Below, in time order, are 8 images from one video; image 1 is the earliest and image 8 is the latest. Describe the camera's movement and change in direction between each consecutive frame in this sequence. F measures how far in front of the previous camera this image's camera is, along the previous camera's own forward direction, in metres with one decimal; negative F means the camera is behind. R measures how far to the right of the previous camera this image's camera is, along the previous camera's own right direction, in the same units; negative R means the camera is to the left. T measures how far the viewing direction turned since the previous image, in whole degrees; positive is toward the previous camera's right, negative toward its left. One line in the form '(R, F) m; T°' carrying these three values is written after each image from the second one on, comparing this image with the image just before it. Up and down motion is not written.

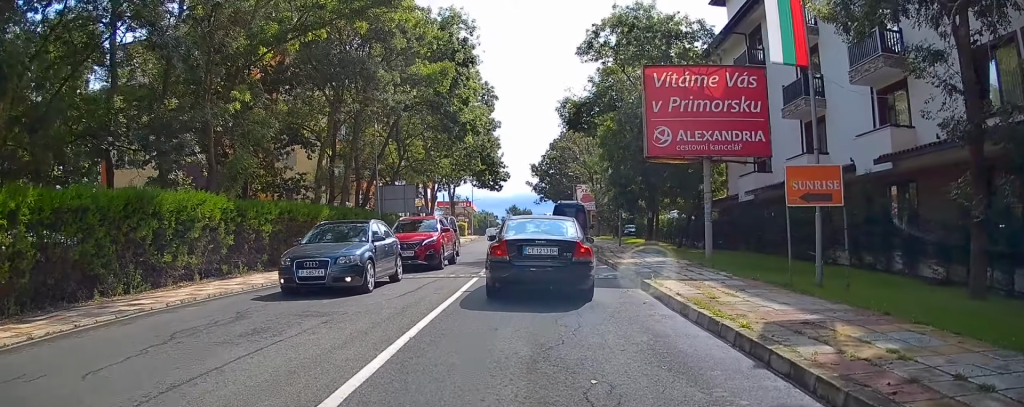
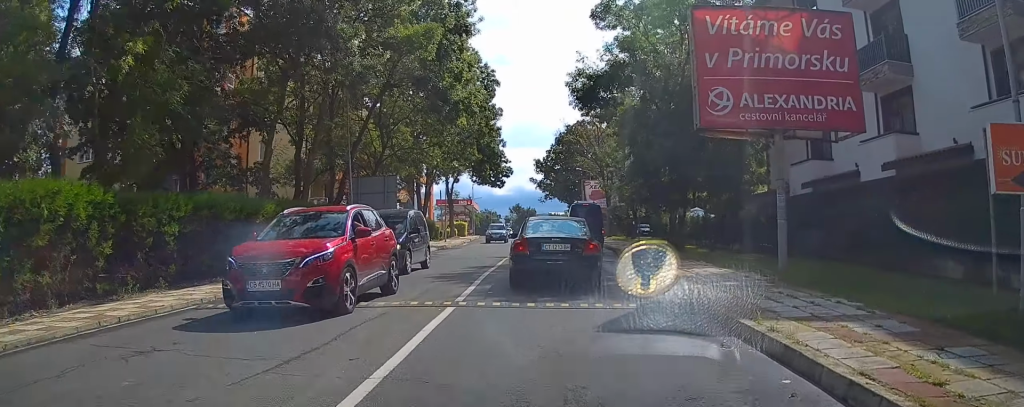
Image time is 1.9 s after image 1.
(0.0, +5.5) m; 0°
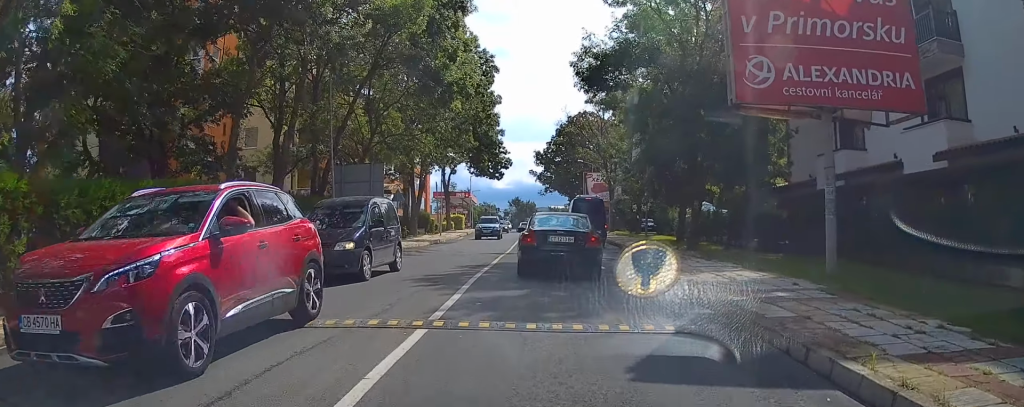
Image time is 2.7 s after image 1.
(0.0, +2.4) m; 0°
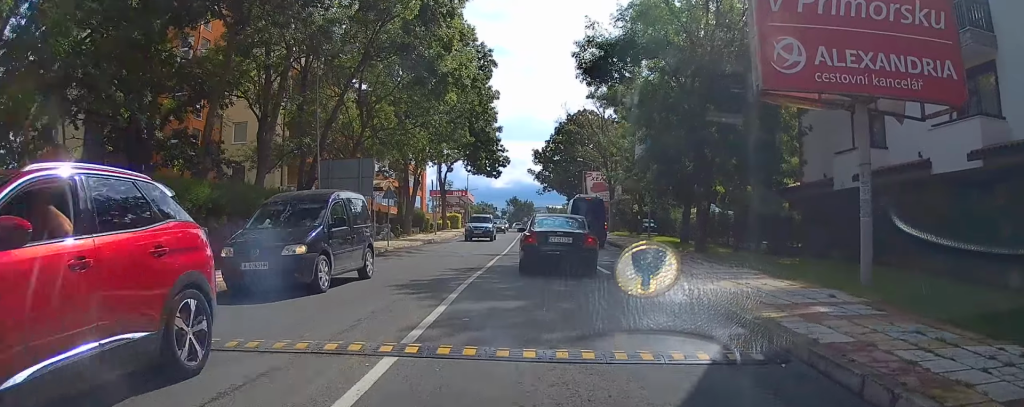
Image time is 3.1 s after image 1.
(0.0, +1.4) m; 0°
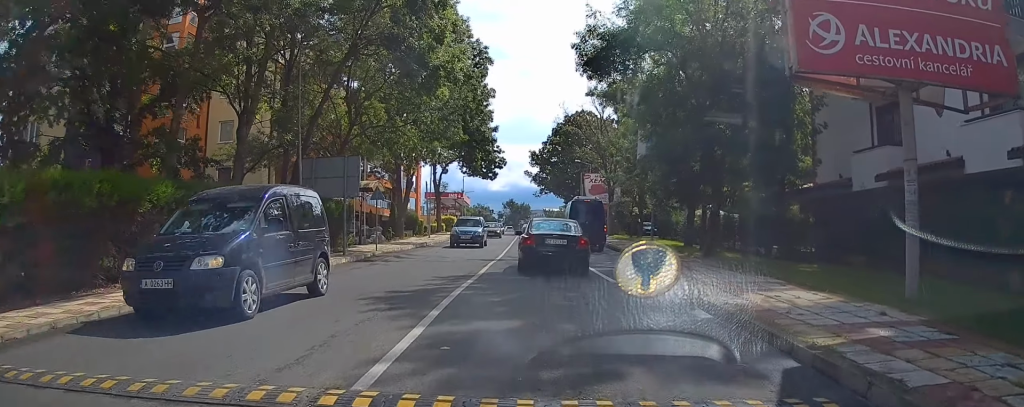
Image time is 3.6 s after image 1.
(0.0, +1.5) m; 0°
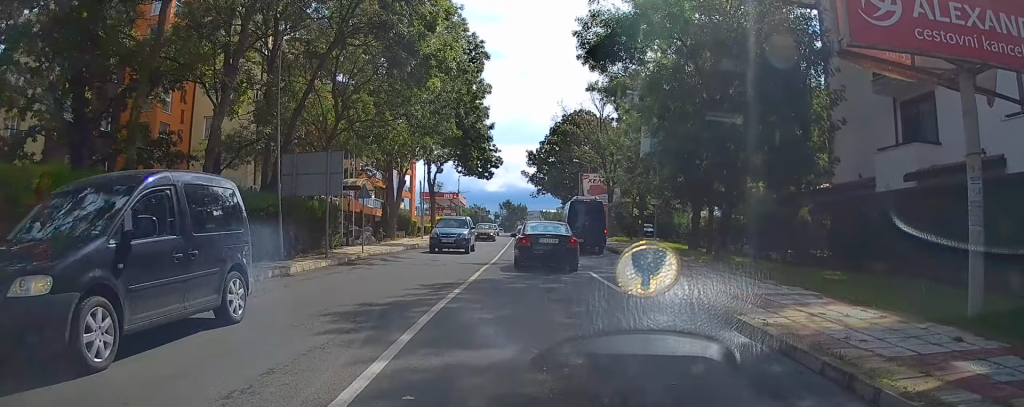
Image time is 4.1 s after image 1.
(0.0, +1.6) m; 0°
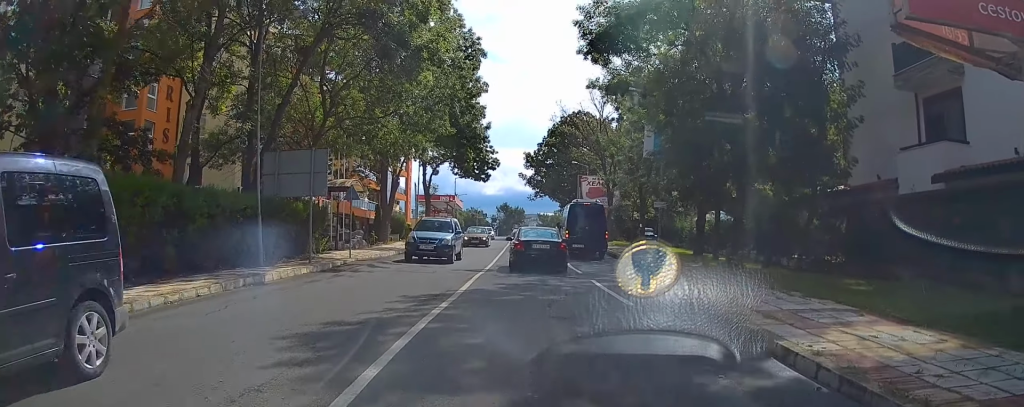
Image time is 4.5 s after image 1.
(0.0, +1.3) m; 0°
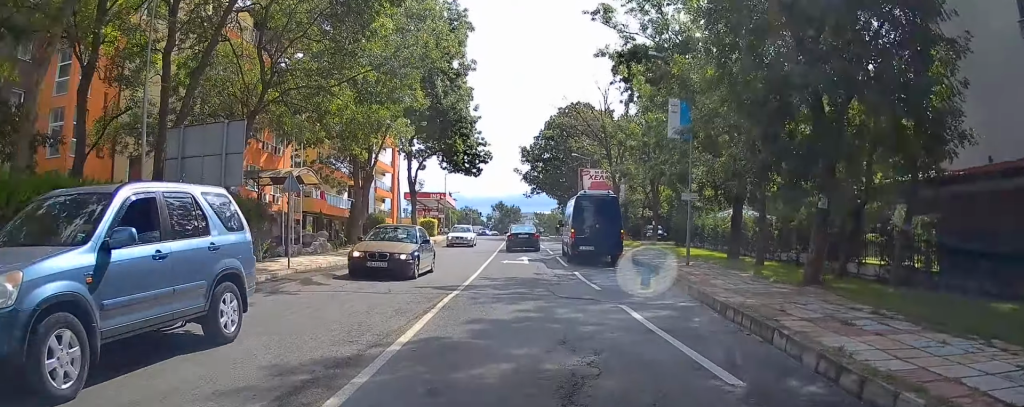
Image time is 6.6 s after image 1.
(-0.7, +6.0) m; -6°
